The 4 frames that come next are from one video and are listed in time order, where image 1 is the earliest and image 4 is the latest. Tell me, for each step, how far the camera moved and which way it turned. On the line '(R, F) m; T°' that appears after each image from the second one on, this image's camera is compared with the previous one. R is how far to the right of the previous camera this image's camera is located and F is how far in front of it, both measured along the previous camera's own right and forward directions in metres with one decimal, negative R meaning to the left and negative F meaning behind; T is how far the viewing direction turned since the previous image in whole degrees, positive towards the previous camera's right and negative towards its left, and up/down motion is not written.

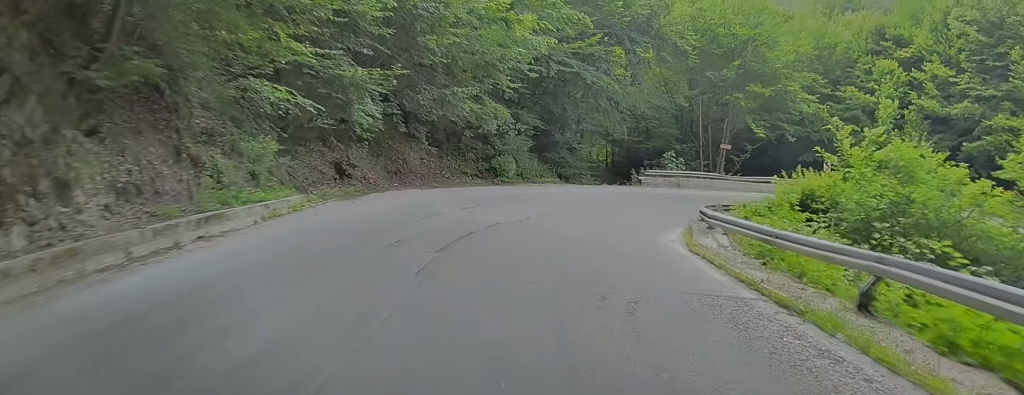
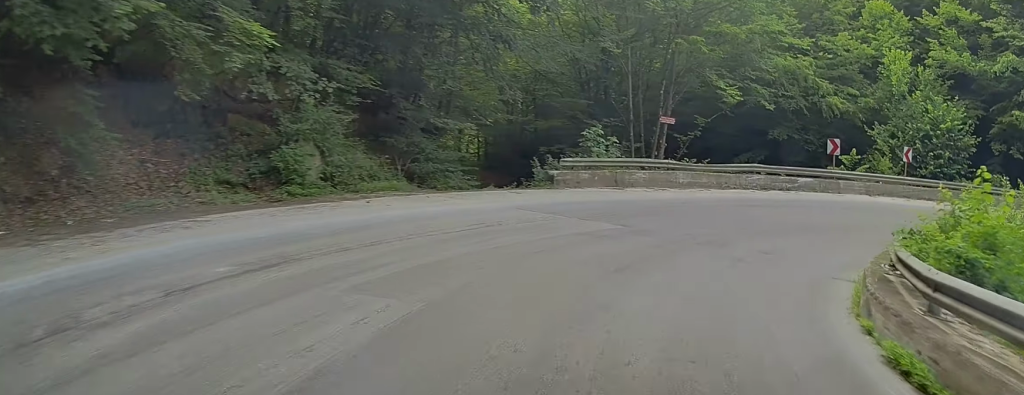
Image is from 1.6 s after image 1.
(+2.7, +17.1) m; +23°
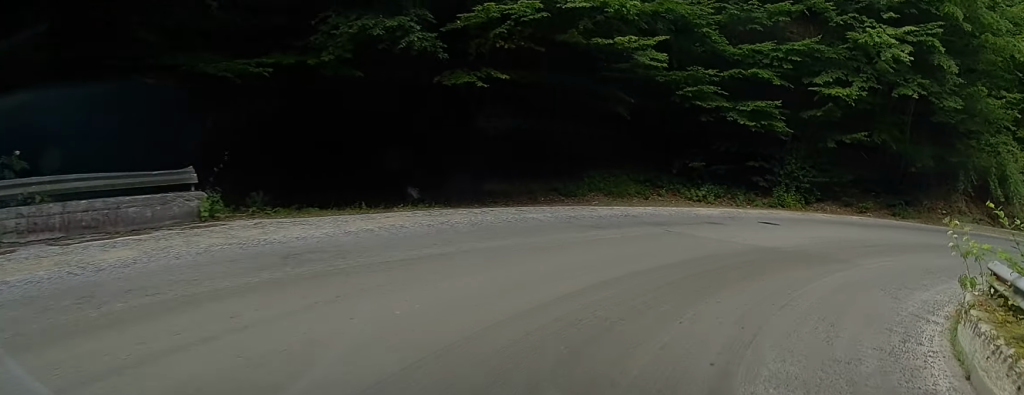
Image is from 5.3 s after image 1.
(+13.6, +21.3) m; +88°
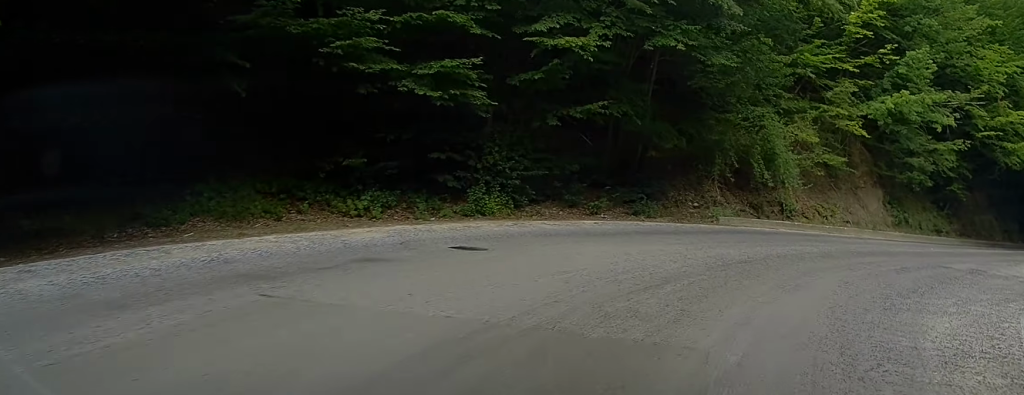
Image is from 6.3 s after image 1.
(+1.9, +7.5) m; +27°
